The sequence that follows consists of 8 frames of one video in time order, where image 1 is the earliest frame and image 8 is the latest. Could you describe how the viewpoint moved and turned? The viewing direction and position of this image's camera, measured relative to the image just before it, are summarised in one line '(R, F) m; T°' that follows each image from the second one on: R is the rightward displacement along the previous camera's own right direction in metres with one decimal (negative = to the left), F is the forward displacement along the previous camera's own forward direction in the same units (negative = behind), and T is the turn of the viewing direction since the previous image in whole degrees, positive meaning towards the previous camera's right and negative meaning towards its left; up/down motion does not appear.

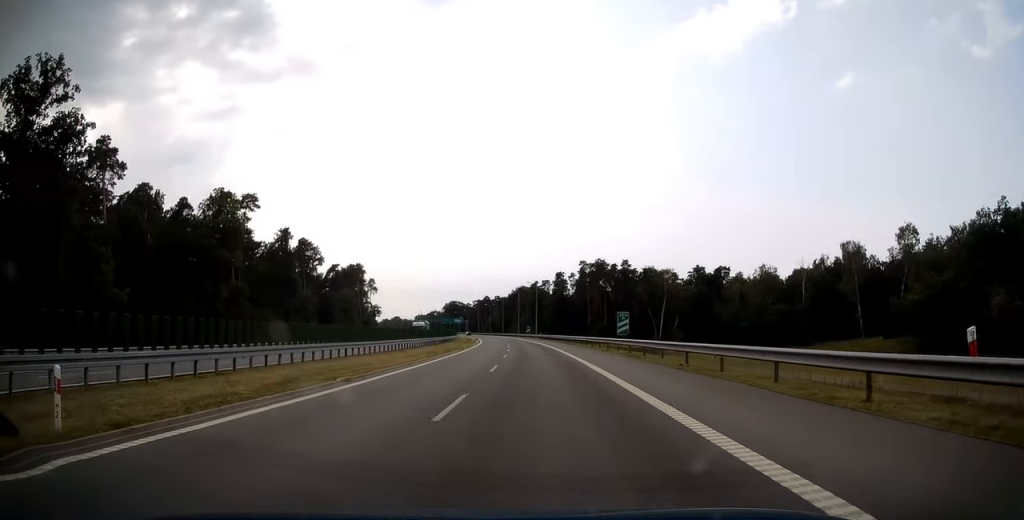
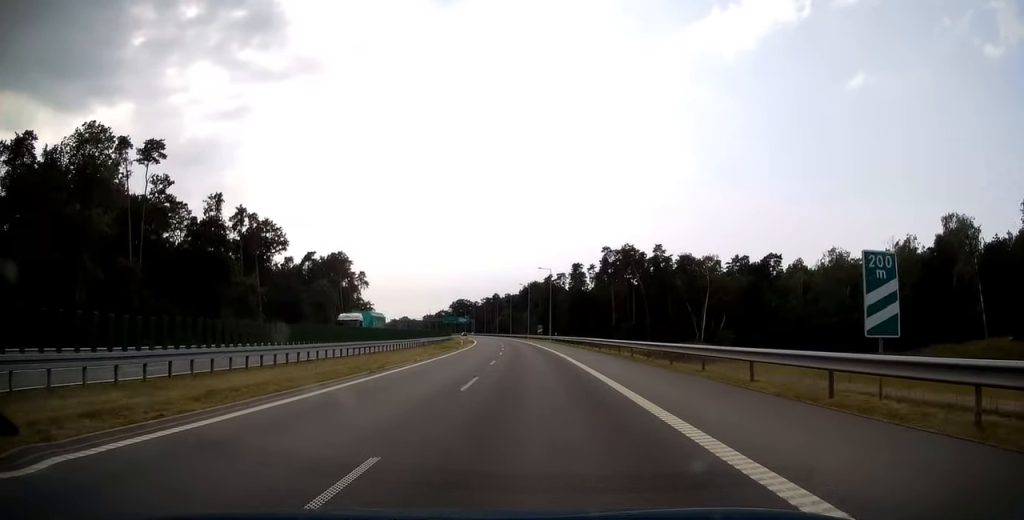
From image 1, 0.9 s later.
(-0.7, +31.0) m; -2°
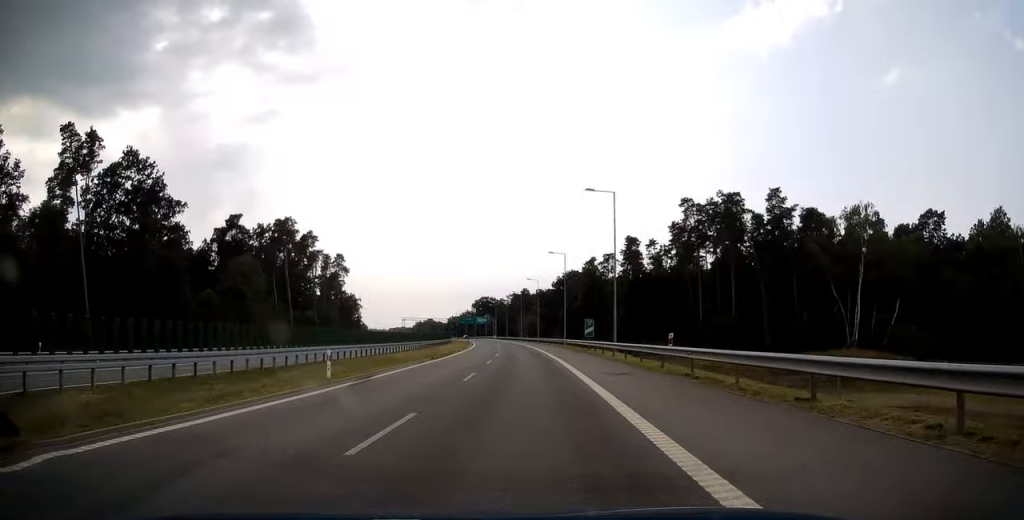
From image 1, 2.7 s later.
(-1.0, +56.3) m; -2°
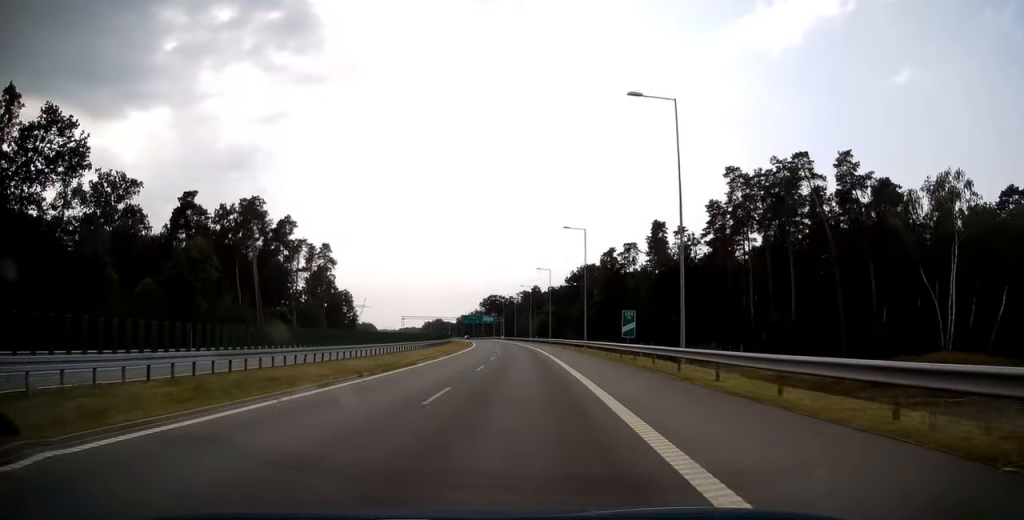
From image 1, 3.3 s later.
(-0.1, +18.6) m; -1°
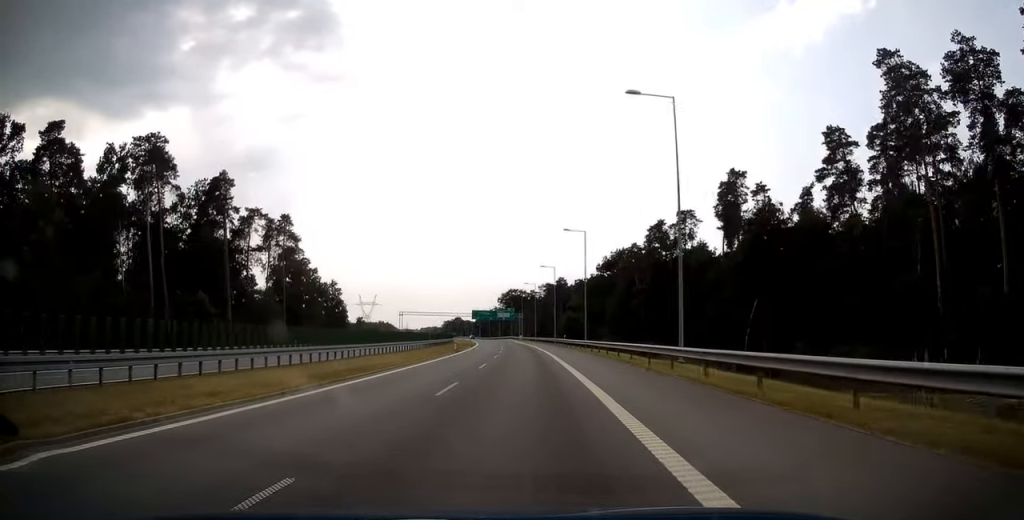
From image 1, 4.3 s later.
(-0.6, +34.6) m; -3°
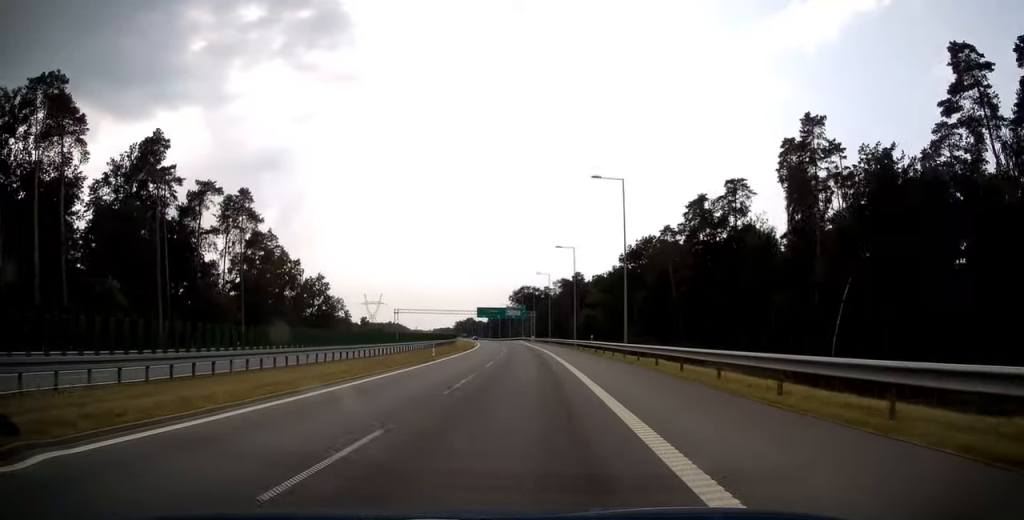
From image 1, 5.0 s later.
(-0.5, +20.8) m; -1°
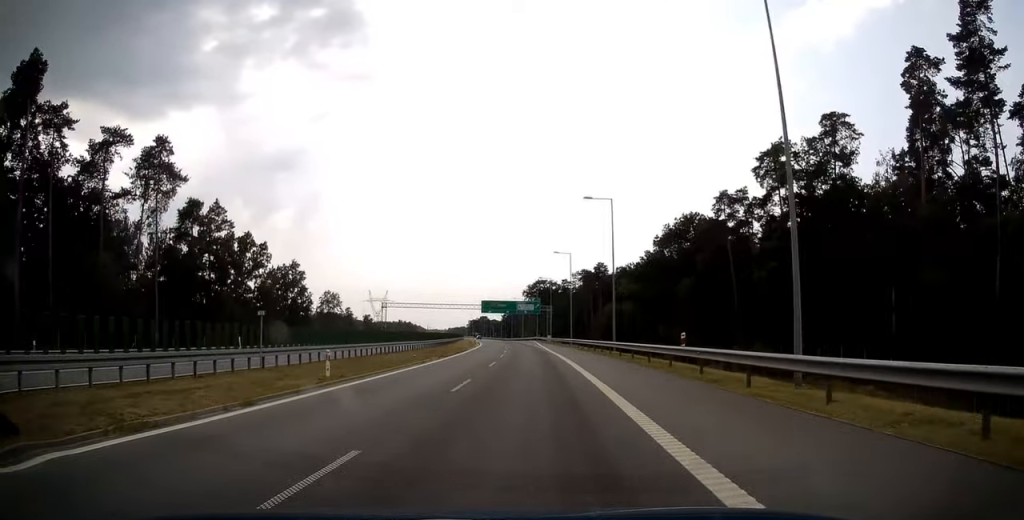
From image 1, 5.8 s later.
(-0.2, +25.6) m; -1°
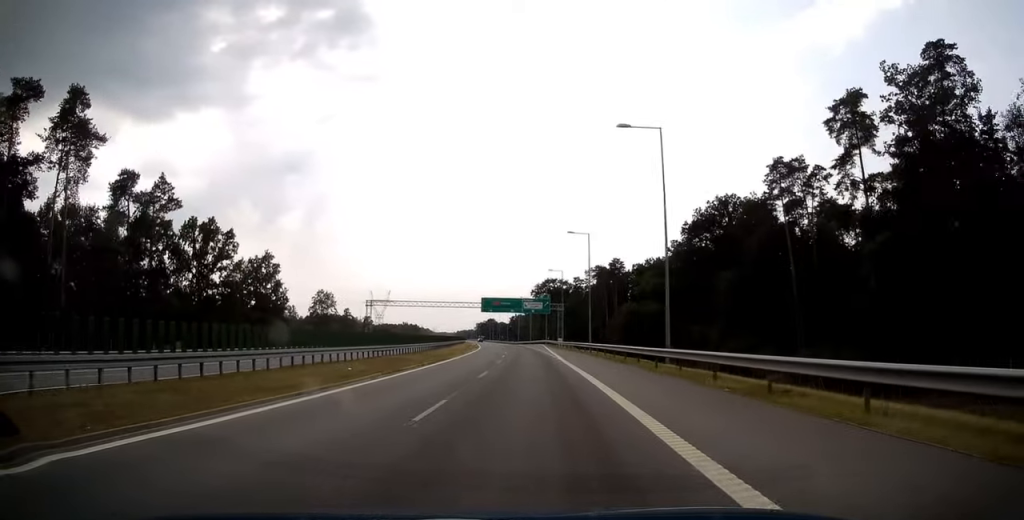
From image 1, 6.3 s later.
(+0.1, +17.1) m; -1°
